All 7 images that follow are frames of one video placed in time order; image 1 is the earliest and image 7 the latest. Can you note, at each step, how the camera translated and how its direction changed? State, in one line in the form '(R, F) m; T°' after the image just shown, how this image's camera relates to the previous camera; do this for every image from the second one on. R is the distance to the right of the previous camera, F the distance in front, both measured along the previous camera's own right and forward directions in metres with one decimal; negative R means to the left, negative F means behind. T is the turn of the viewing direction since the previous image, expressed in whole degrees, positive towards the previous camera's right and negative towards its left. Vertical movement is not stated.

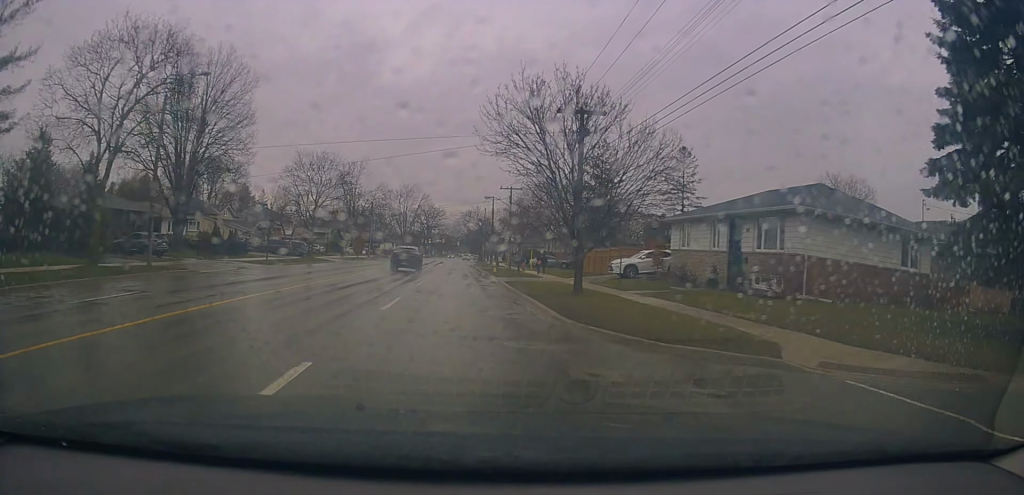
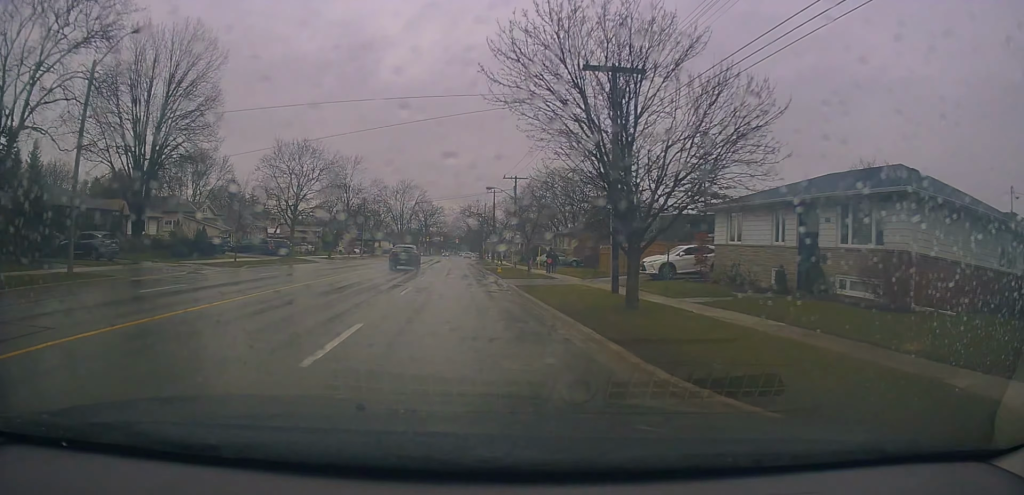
(0.0, +5.8) m; 0°
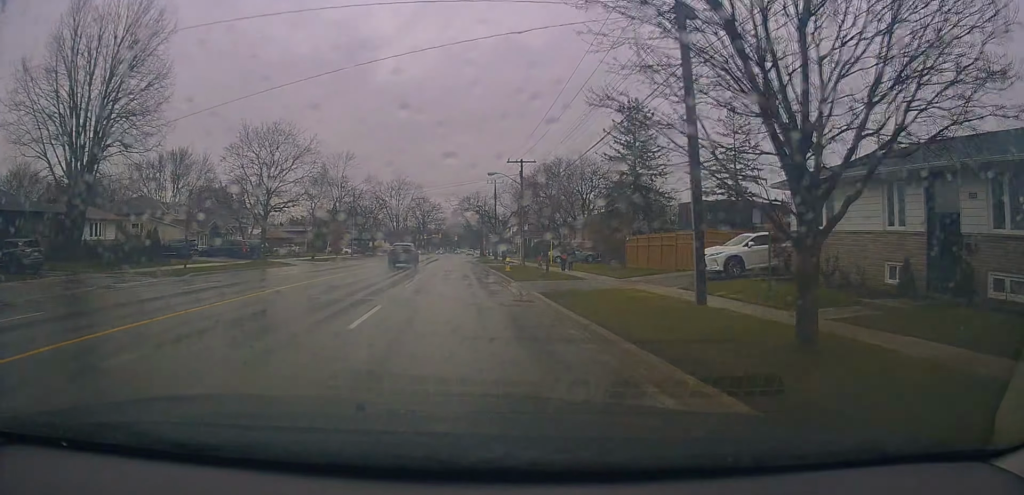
(+0.1, +6.5) m; 0°
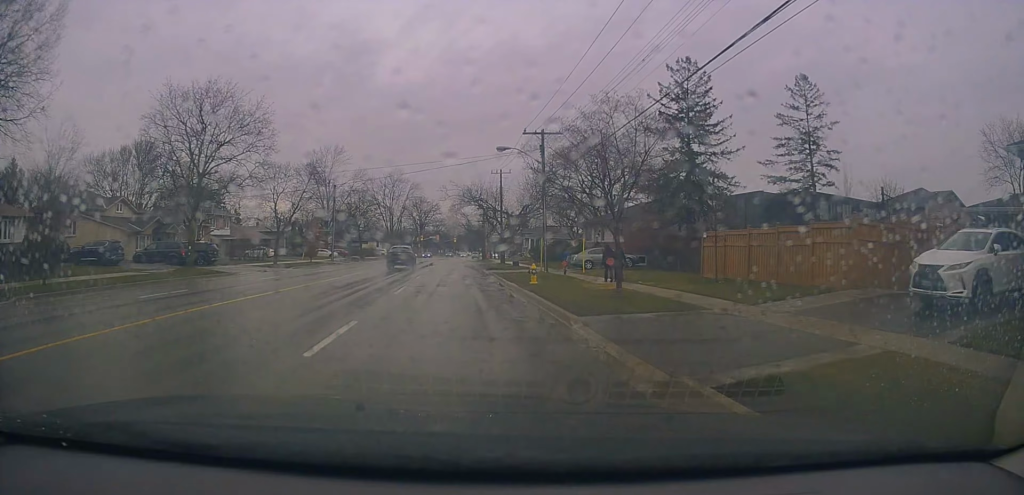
(0.0, +11.0) m; 0°
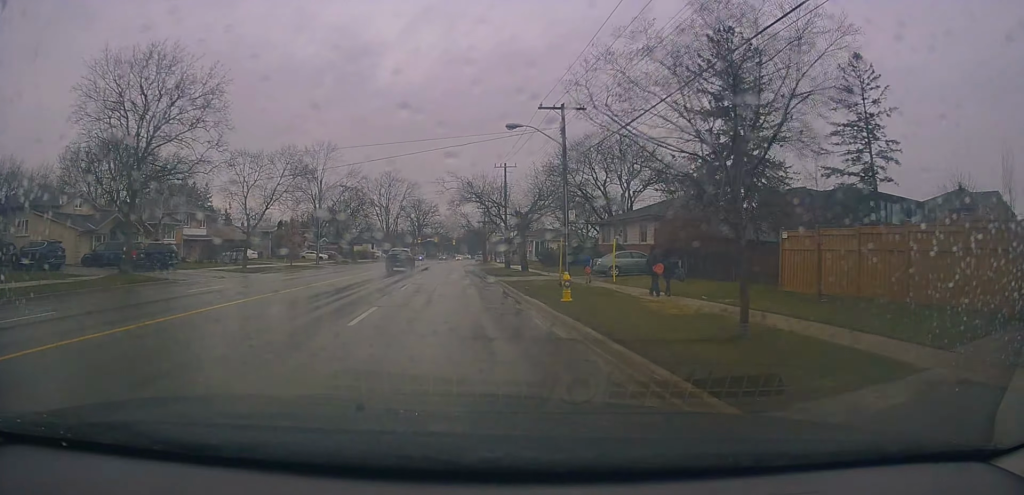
(-0.1, +6.6) m; 0°
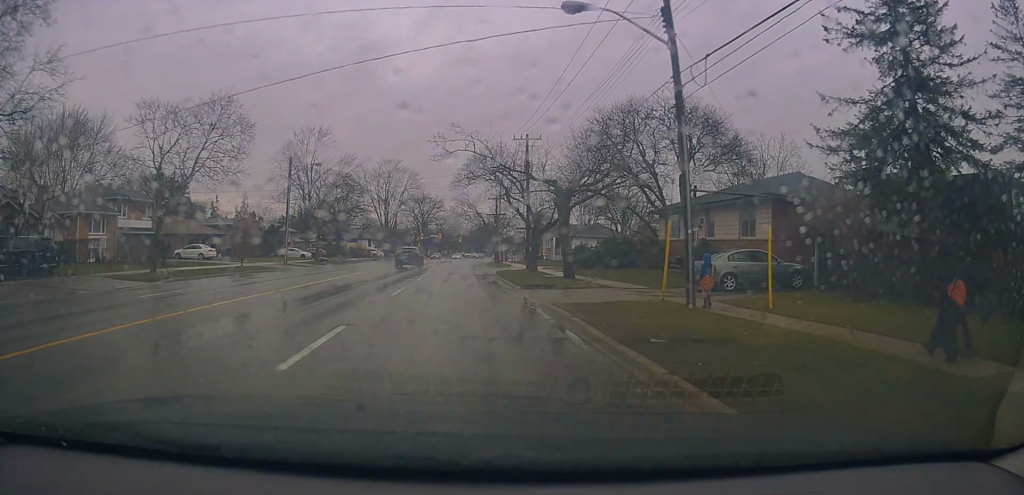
(+0.1, +13.4) m; 0°
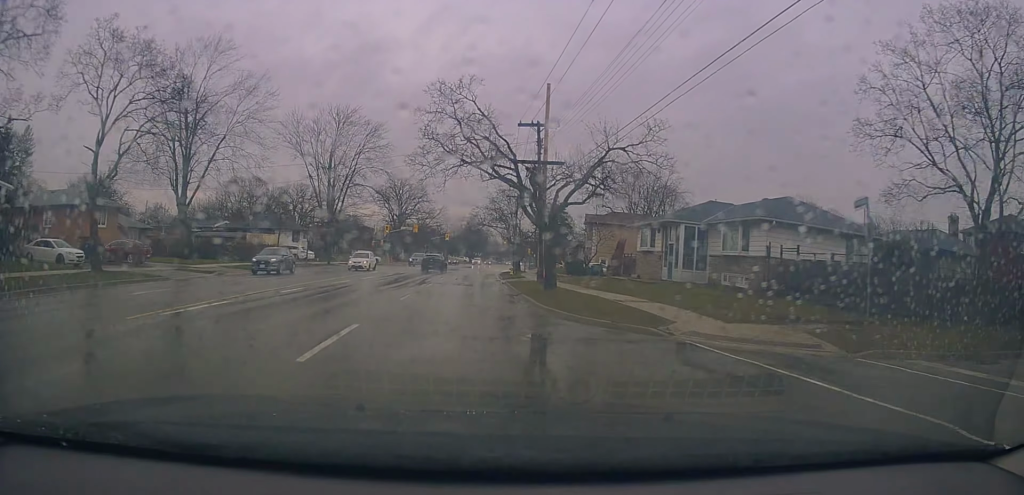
(-0.3, +51.4) m; +1°
